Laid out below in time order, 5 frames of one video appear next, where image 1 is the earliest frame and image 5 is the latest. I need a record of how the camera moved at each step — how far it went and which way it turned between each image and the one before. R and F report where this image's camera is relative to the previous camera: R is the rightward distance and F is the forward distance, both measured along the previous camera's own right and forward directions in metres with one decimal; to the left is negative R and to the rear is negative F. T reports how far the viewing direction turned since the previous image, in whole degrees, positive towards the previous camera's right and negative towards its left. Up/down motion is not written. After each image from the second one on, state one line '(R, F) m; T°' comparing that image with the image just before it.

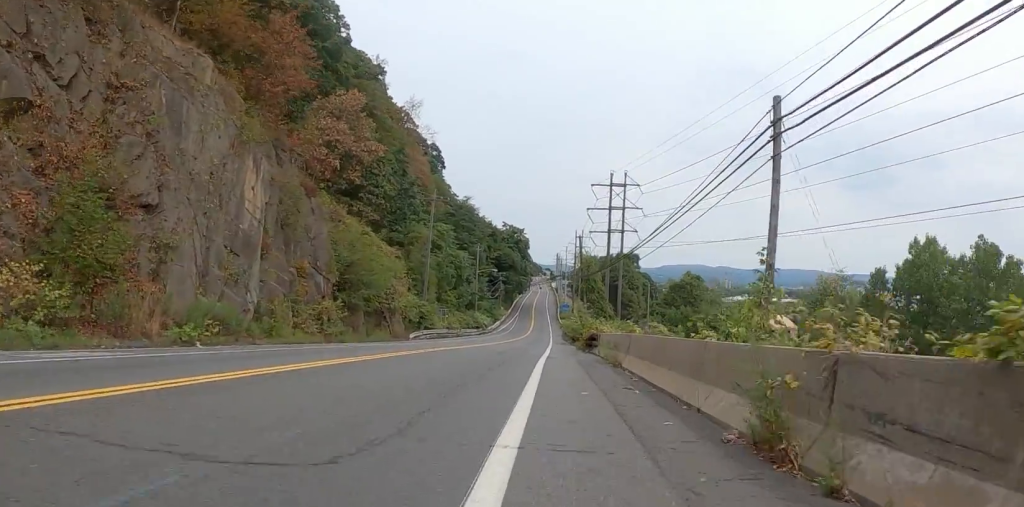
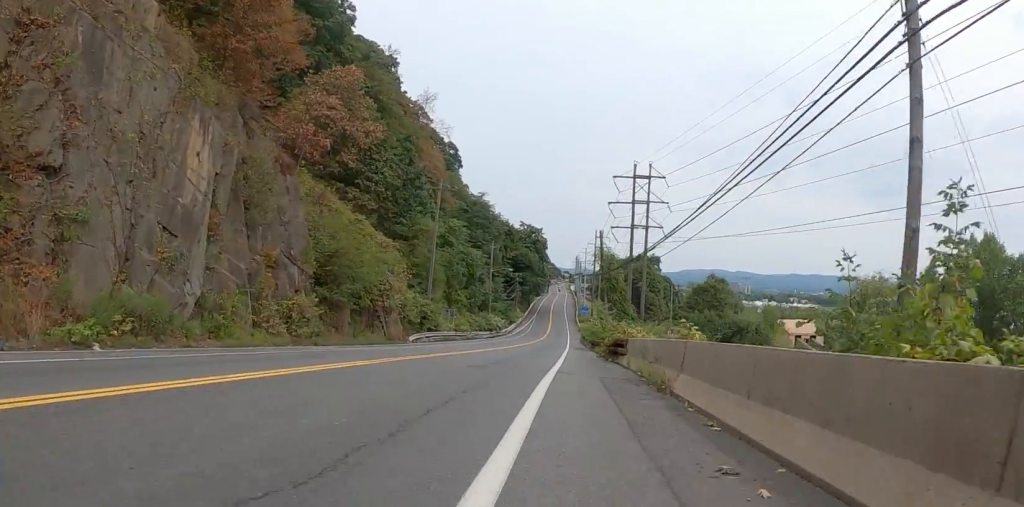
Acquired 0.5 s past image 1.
(0.0, +5.4) m; 0°
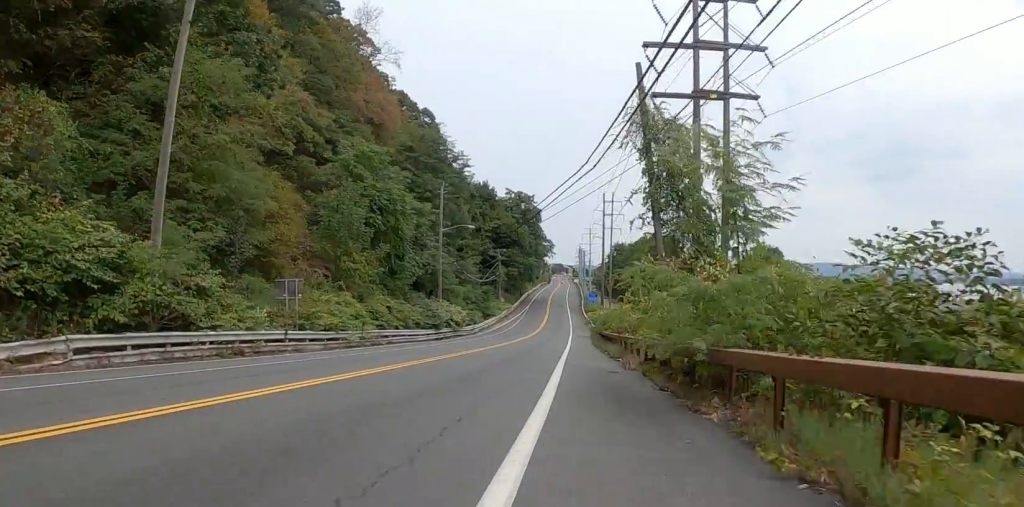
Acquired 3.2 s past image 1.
(+1.5, +35.1) m; 0°
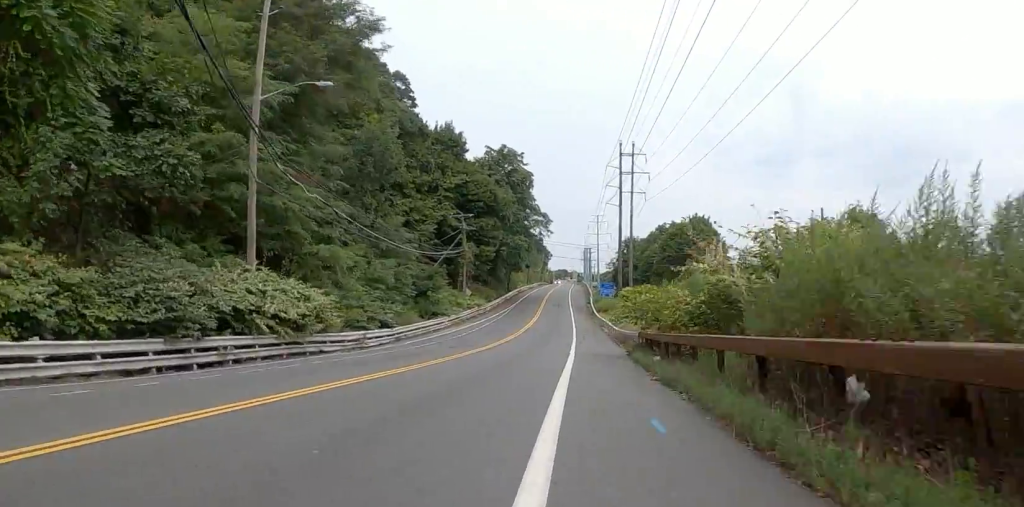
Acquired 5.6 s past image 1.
(+1.0, +33.9) m; -2°
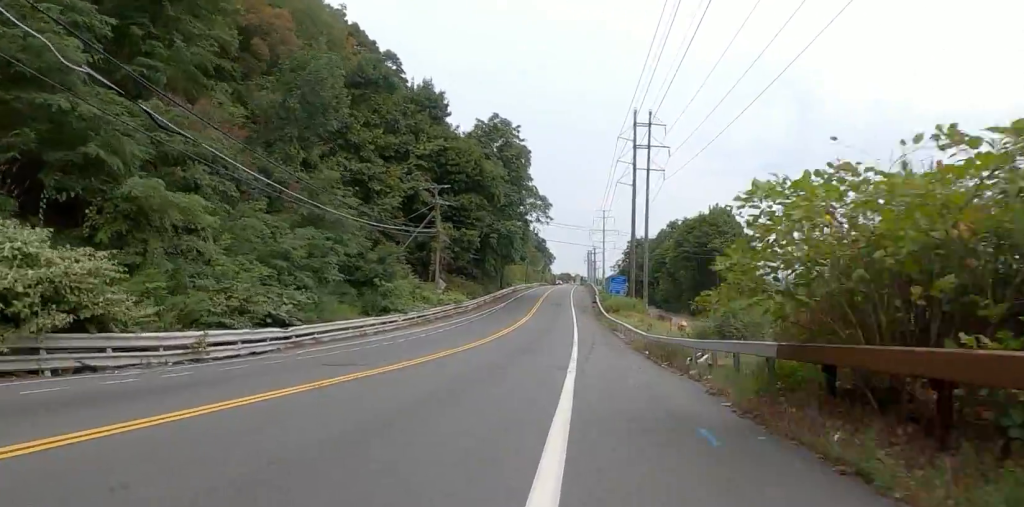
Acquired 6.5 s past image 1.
(-1.2, +13.5) m; -2°
